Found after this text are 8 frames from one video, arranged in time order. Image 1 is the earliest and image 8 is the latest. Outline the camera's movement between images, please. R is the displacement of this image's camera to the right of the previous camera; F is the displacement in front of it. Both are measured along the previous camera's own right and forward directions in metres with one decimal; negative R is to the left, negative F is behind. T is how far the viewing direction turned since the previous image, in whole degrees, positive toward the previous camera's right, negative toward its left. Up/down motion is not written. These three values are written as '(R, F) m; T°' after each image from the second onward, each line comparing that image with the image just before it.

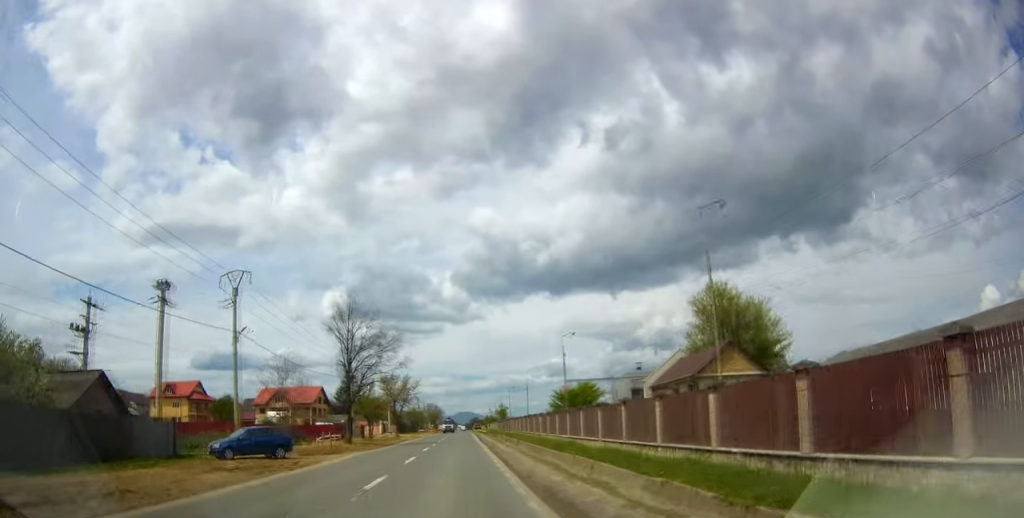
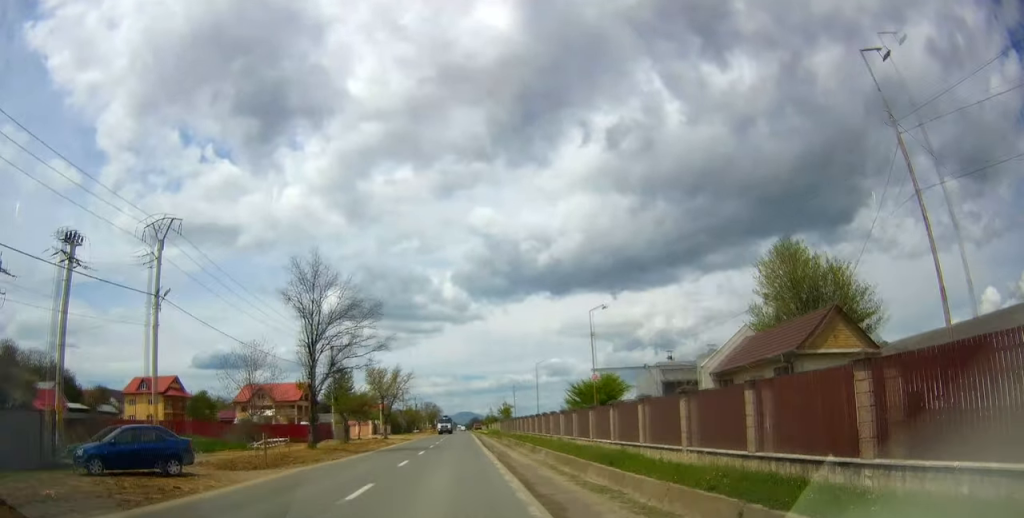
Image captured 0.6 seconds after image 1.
(0.0, +11.3) m; 0°
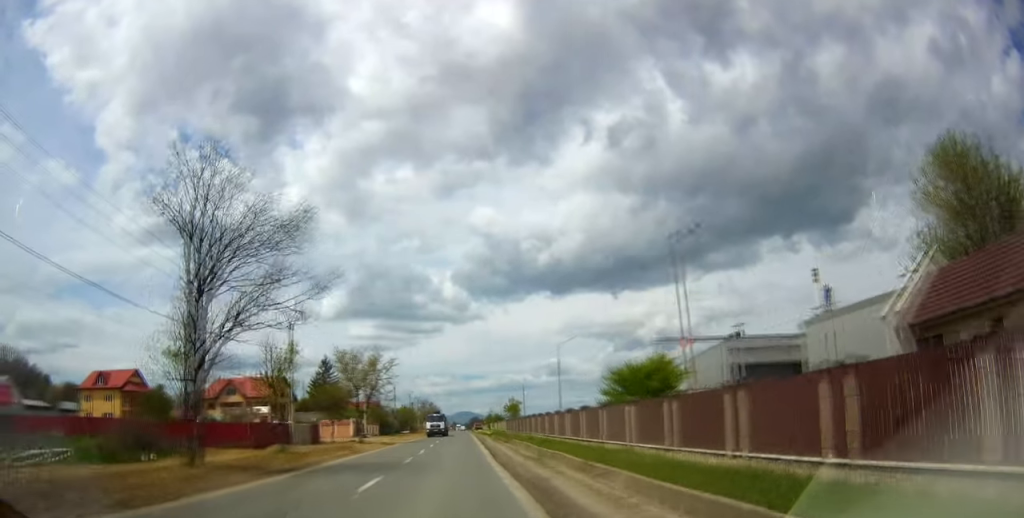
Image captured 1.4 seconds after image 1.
(-0.4, +16.1) m; +2°
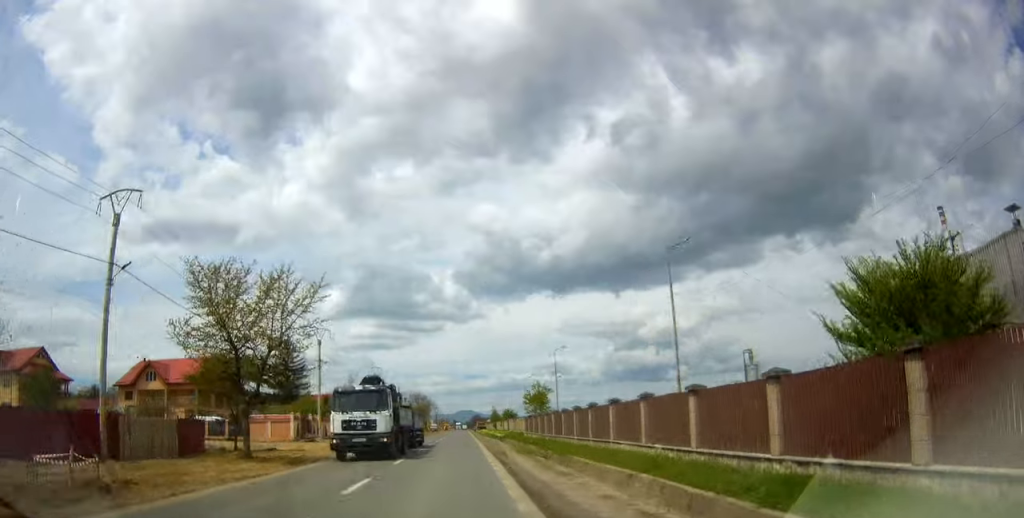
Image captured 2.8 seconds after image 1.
(+1.3, +29.1) m; +2°
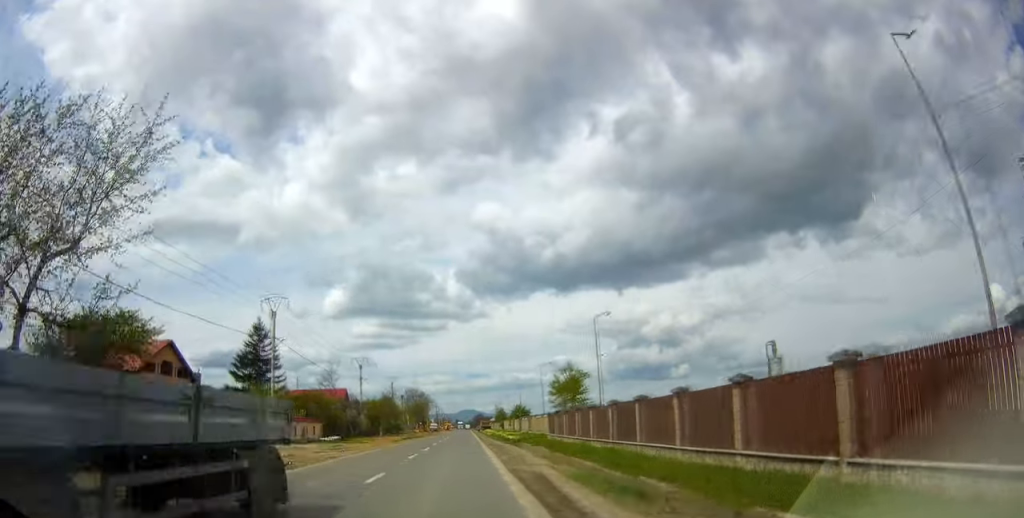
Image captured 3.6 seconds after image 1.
(-0.1, +16.2) m; 0°
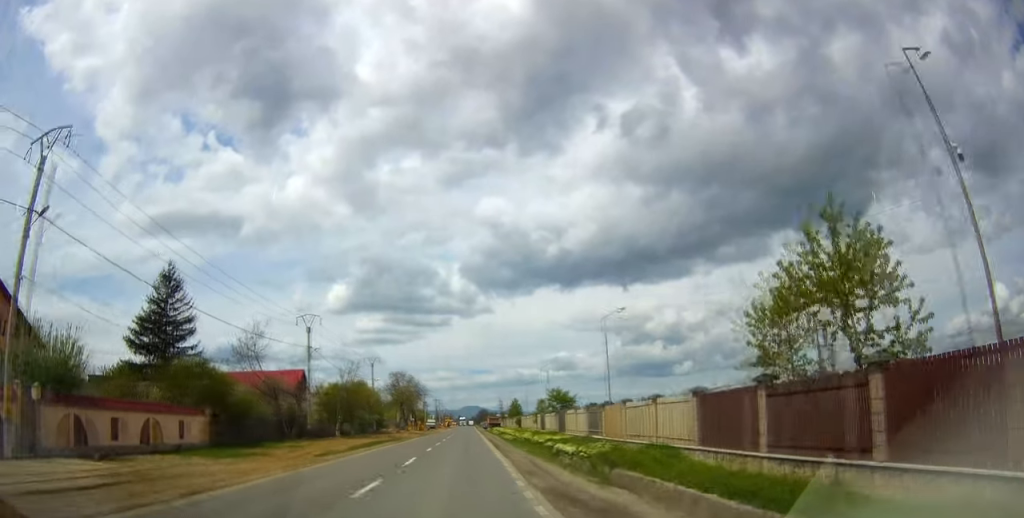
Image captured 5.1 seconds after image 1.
(+0.9, +29.8) m; +1°
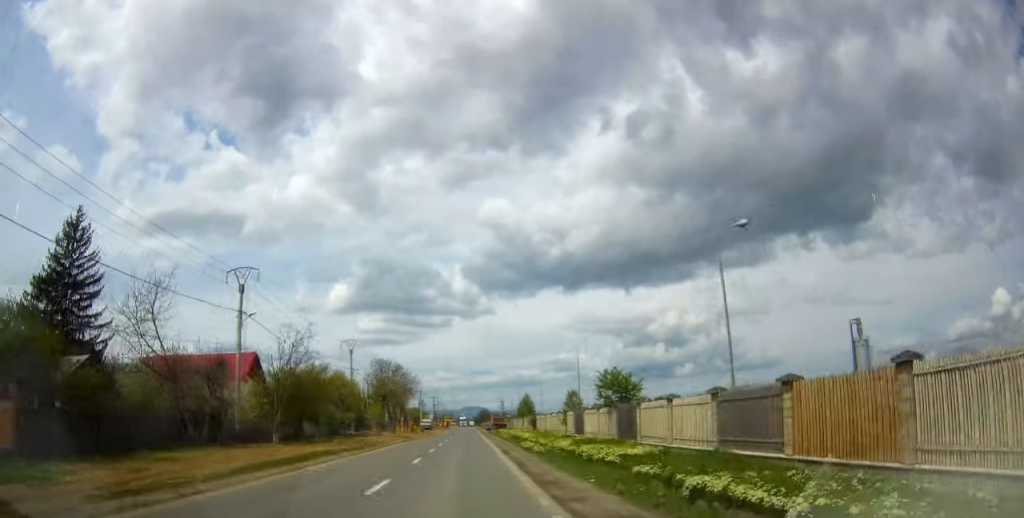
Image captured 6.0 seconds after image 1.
(-0.6, +17.6) m; -2°
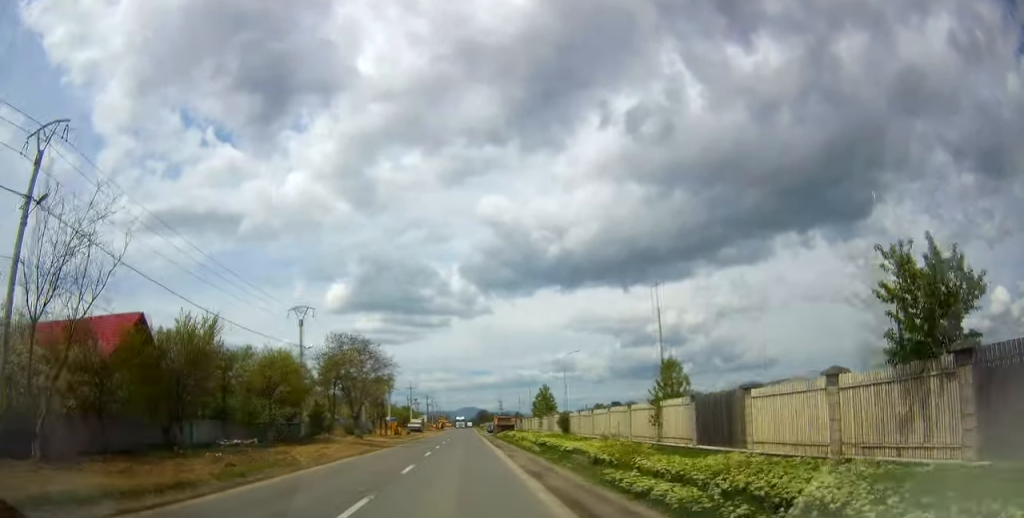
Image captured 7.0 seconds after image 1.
(-0.1, +21.6) m; 0°
